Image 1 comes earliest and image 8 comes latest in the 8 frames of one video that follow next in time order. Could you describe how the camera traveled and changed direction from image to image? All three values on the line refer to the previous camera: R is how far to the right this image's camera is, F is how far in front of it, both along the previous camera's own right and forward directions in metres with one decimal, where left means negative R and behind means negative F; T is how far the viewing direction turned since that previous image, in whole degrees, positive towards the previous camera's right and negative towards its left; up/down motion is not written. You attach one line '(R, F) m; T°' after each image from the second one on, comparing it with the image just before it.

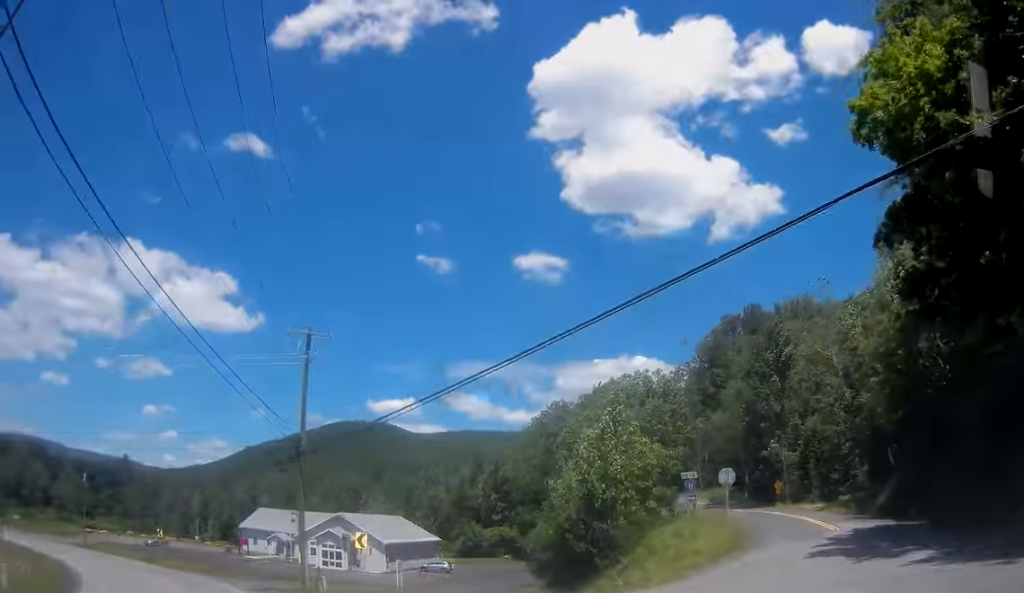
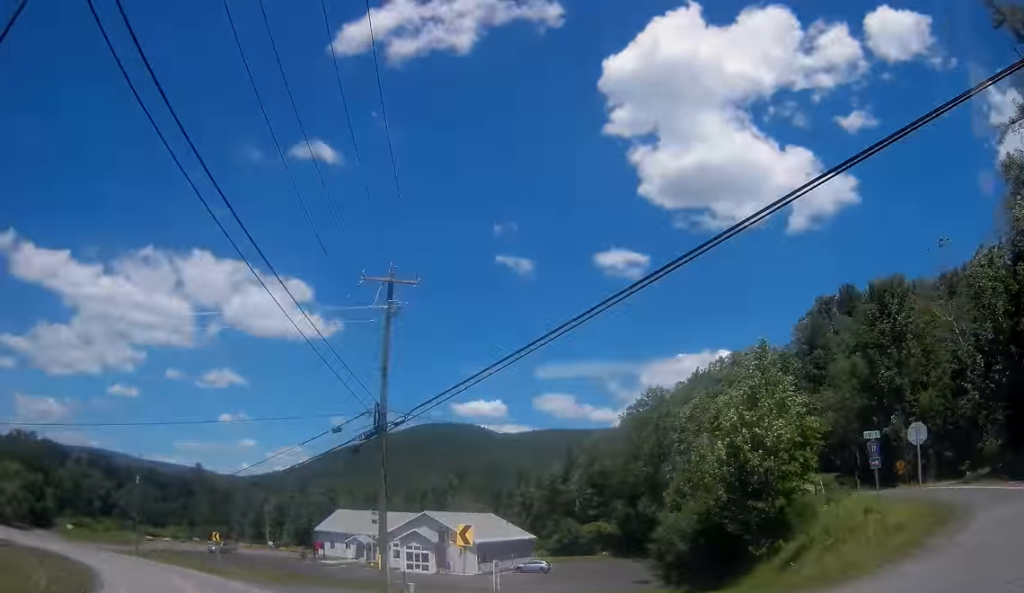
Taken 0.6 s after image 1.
(-1.2, +6.5) m; -8°
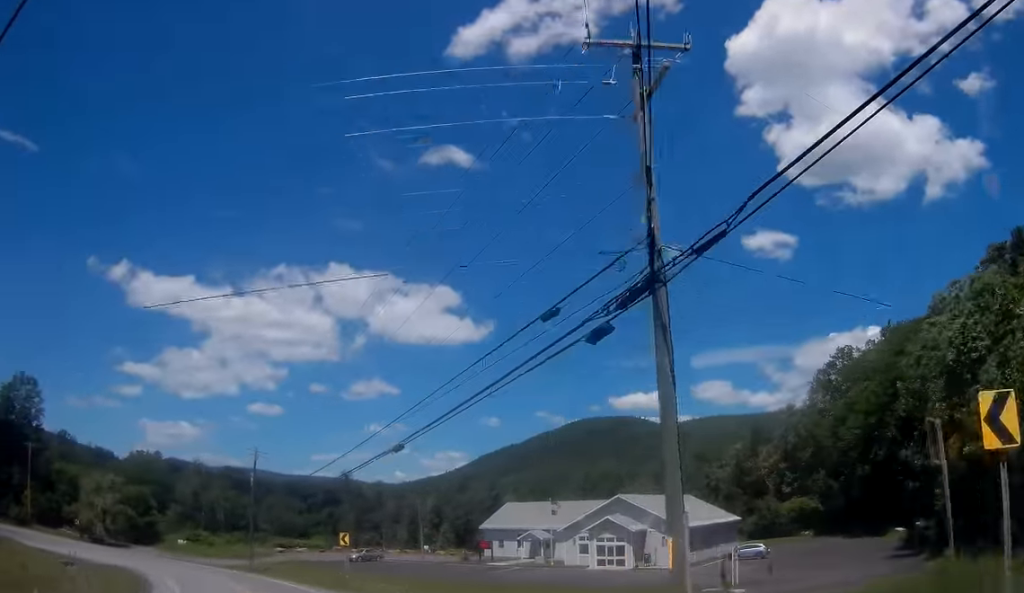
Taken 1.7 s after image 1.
(-1.6, +13.4) m; -10°
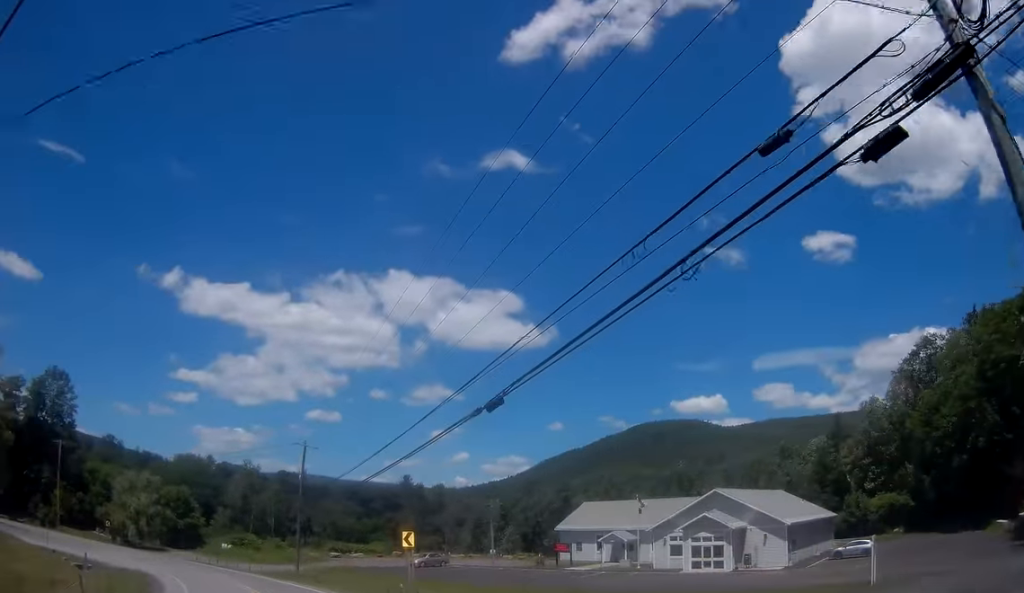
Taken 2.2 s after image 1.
(-0.2, +7.4) m; -4°
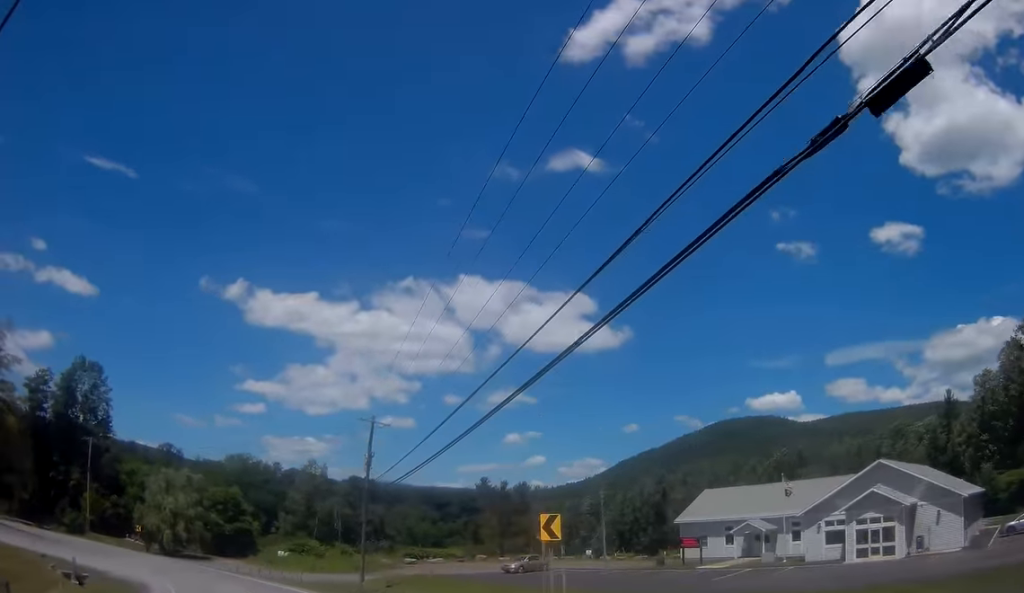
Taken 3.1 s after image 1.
(-0.6, +12.2) m; -8°
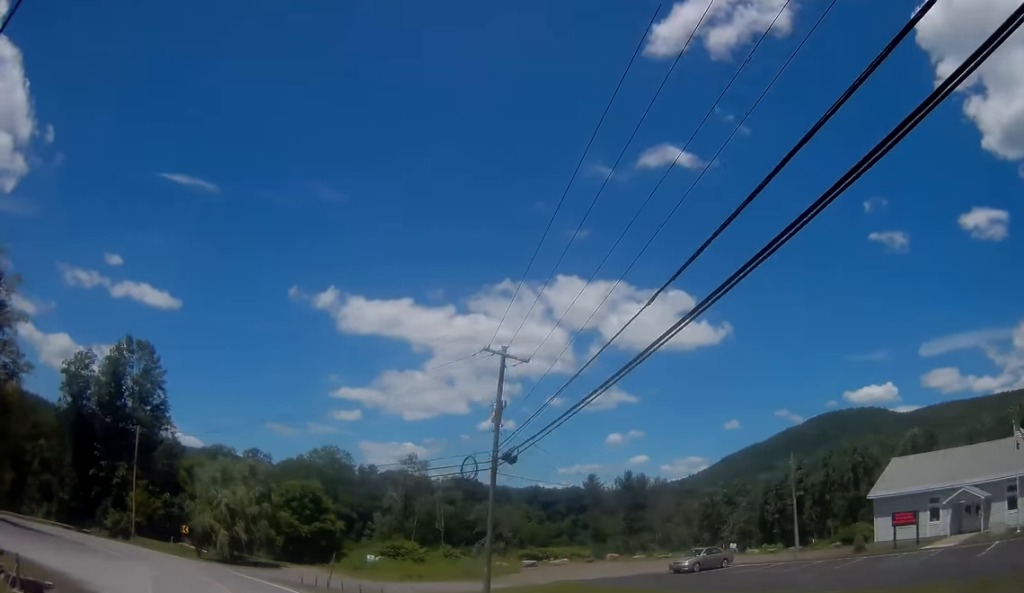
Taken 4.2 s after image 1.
(-1.7, +14.7) m; -13°
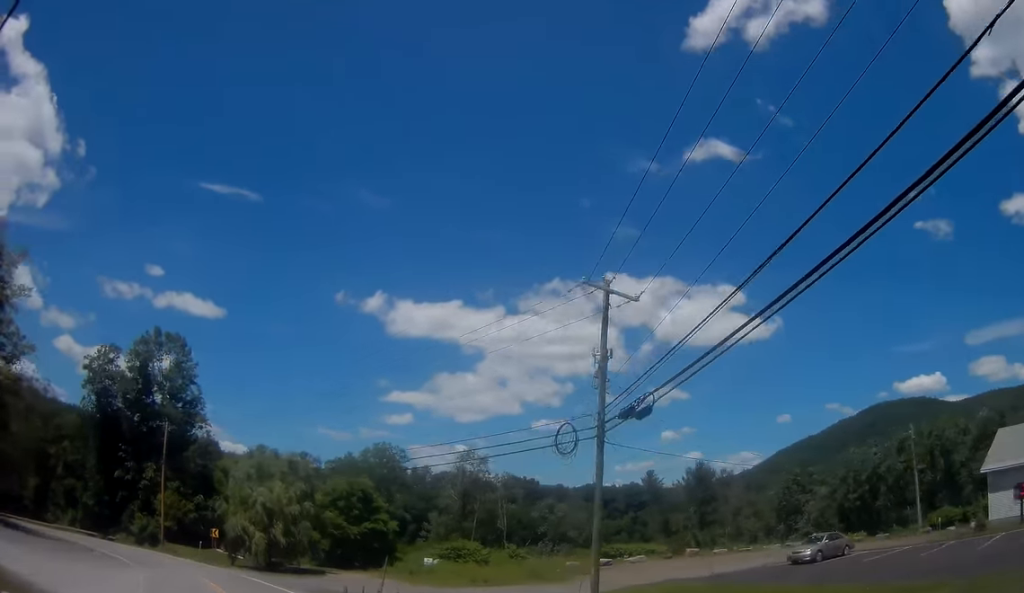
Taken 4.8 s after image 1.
(-0.3, +7.1) m; -8°
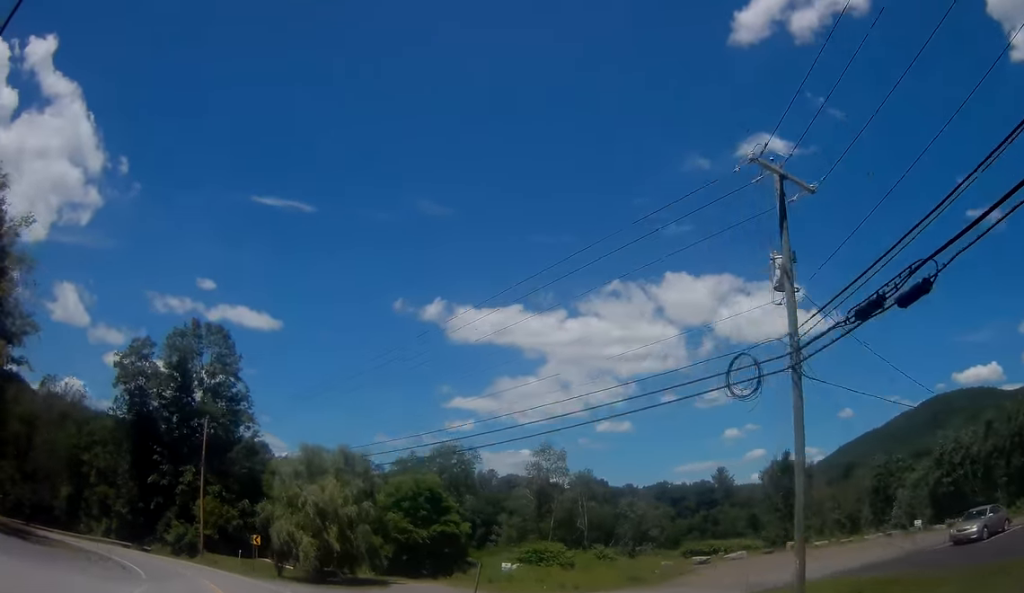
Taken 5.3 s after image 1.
(-0.6, +7.4) m; -7°
